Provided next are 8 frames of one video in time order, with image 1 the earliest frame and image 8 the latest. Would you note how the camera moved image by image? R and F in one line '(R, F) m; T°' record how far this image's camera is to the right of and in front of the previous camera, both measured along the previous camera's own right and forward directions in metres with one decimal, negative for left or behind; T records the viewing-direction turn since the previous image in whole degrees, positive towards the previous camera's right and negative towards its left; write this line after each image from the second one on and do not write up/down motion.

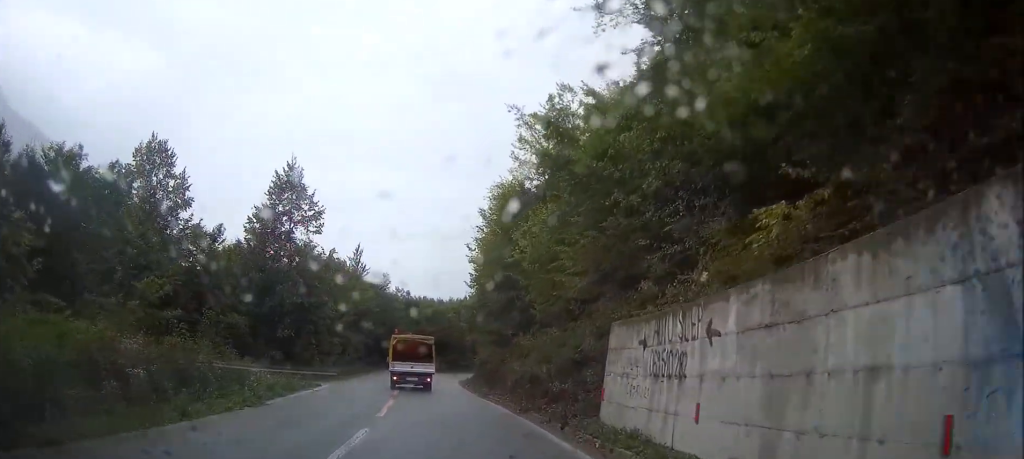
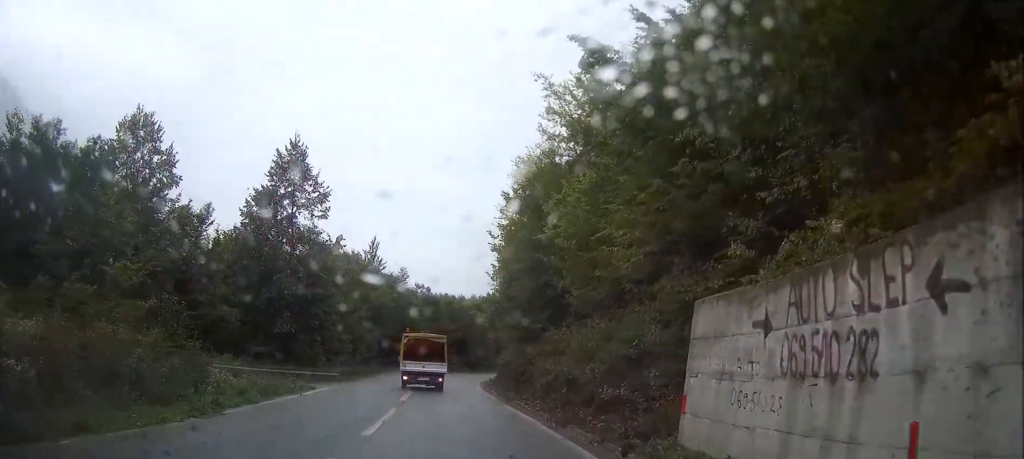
(0.0, +4.3) m; -1°
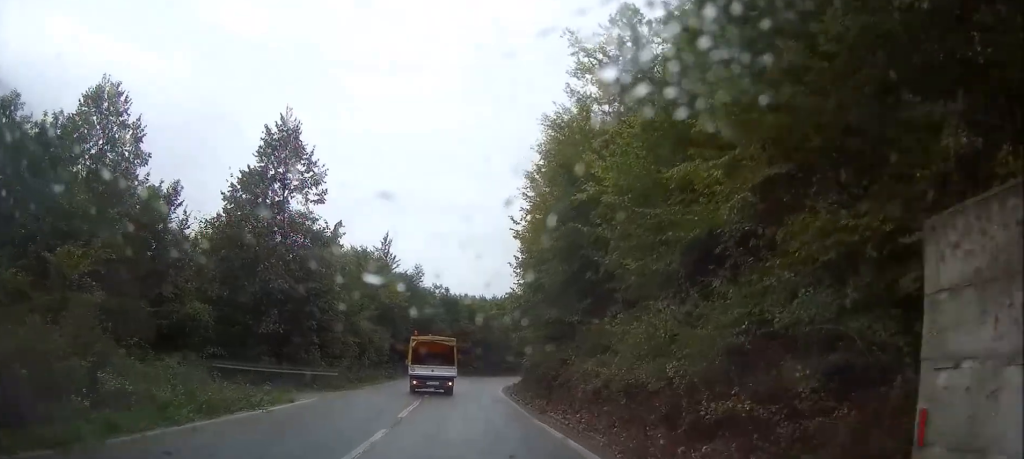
(-0.1, +5.2) m; -1°
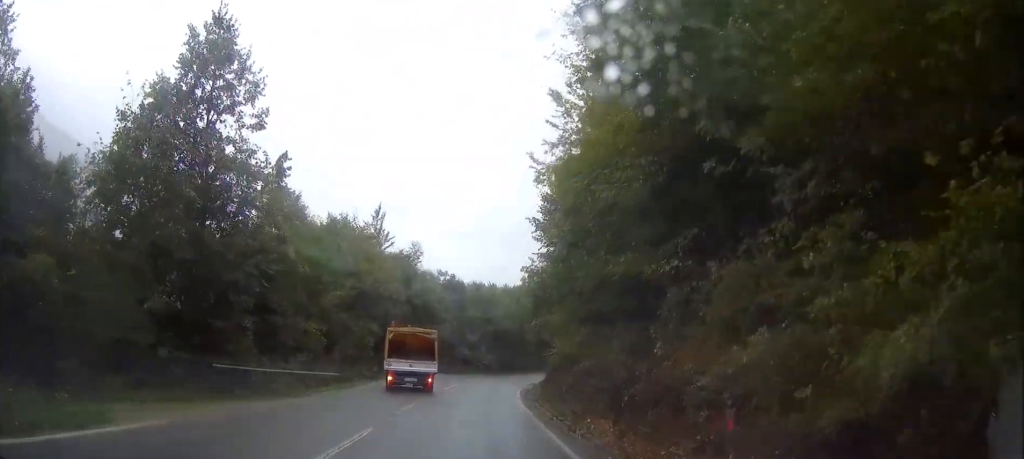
(-0.1, +10.6) m; -1°
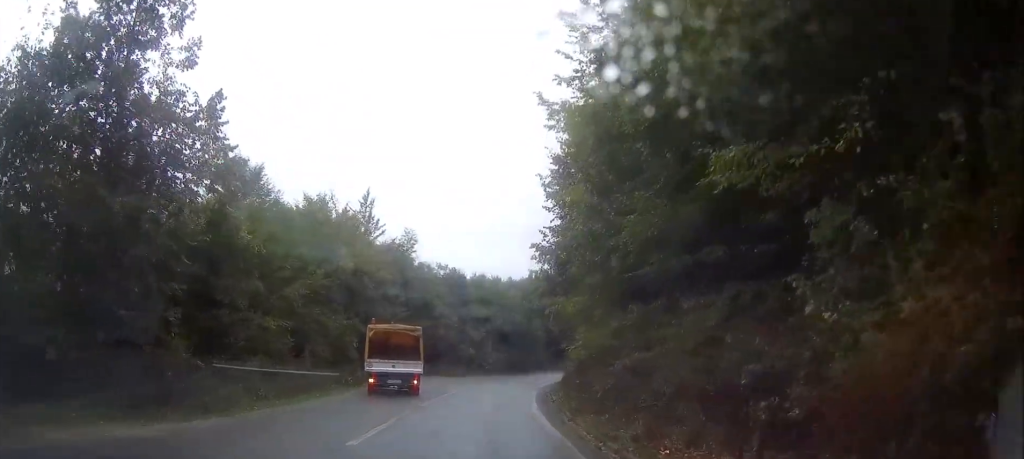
(+0.1, +5.9) m; 0°
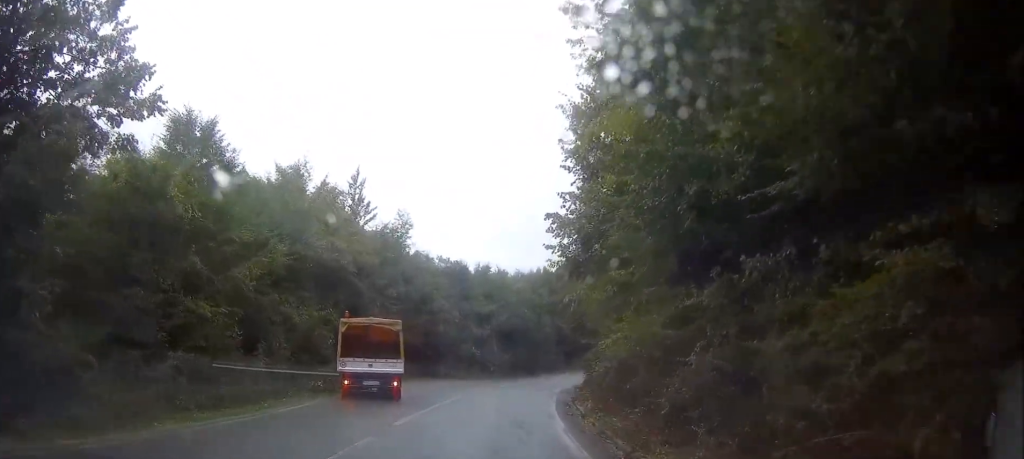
(-0.2, +5.5) m; 0°
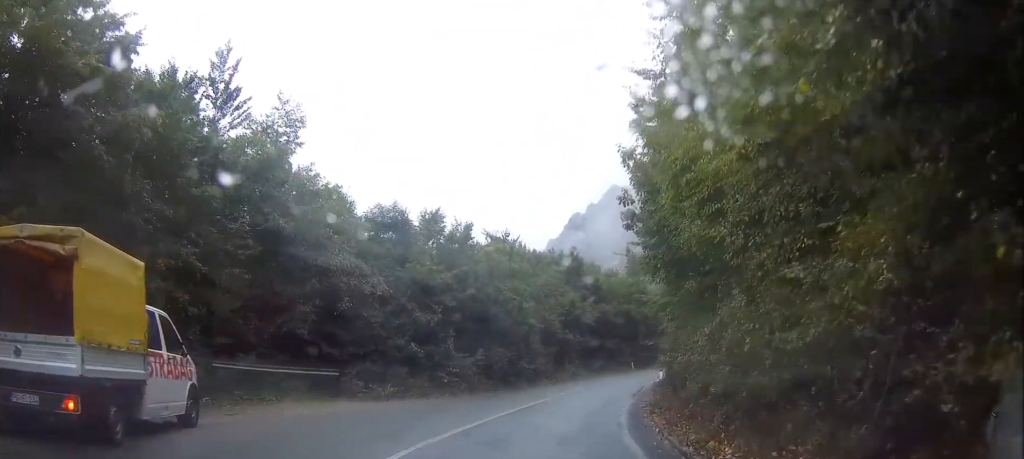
(+1.3, +18.8) m; +7°
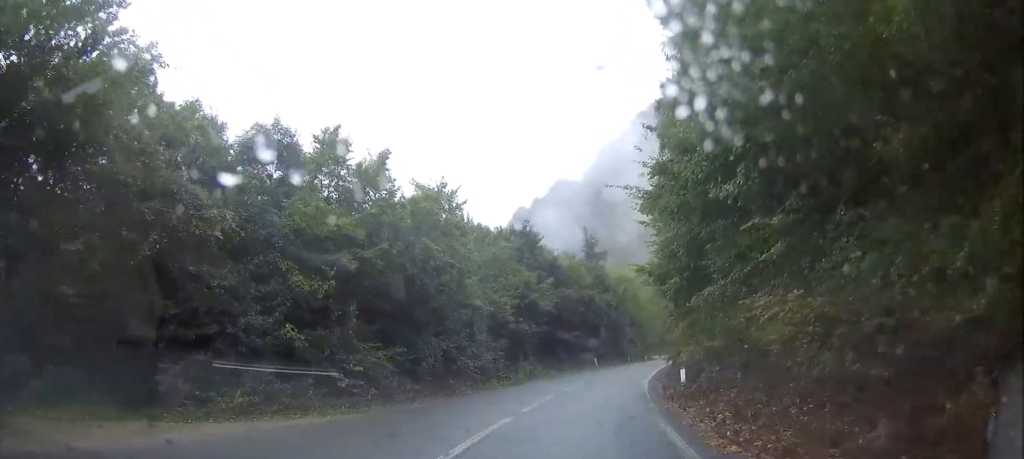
(+0.3, +10.5) m; +6°
